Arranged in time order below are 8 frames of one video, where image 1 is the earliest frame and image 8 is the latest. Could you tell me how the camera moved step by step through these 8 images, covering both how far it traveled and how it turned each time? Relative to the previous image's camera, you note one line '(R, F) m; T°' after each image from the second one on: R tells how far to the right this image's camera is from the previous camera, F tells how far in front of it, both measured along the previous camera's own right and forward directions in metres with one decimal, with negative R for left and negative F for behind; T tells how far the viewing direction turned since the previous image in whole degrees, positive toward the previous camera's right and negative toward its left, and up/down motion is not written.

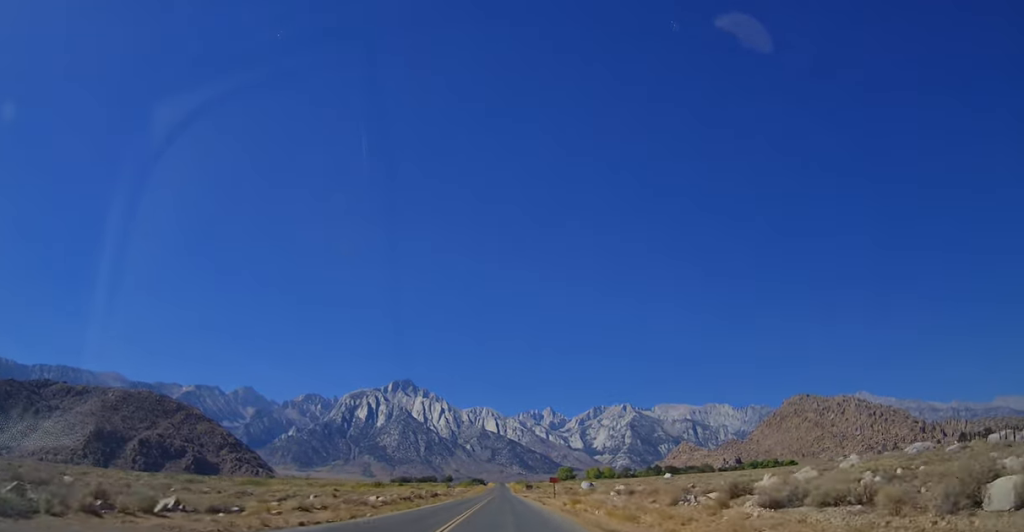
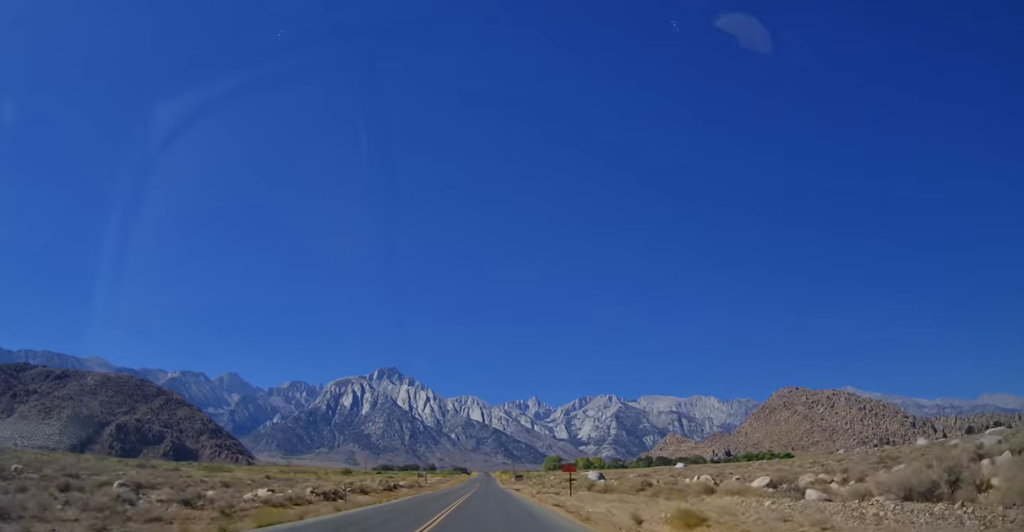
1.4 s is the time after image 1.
(+0.7, +24.8) m; +2°
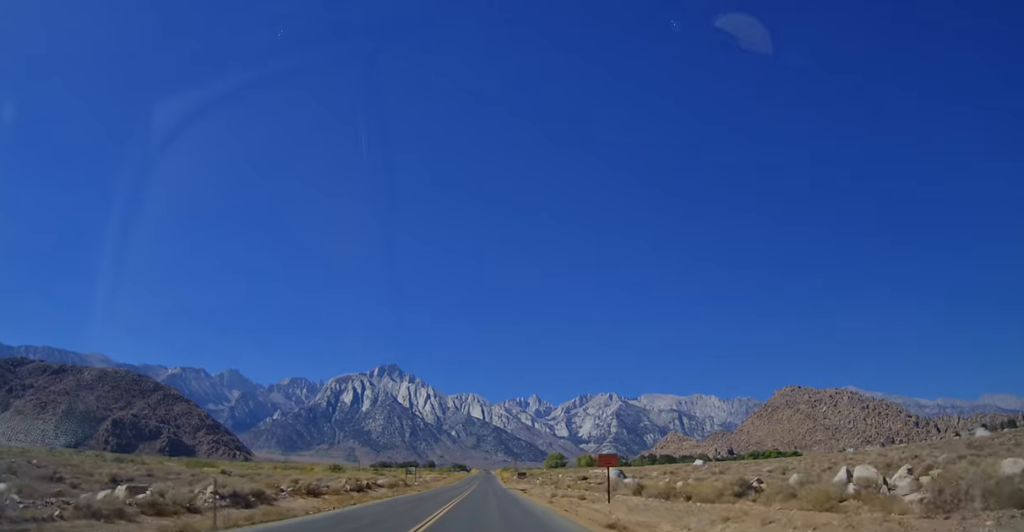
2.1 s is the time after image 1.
(0.0, +13.4) m; 0°
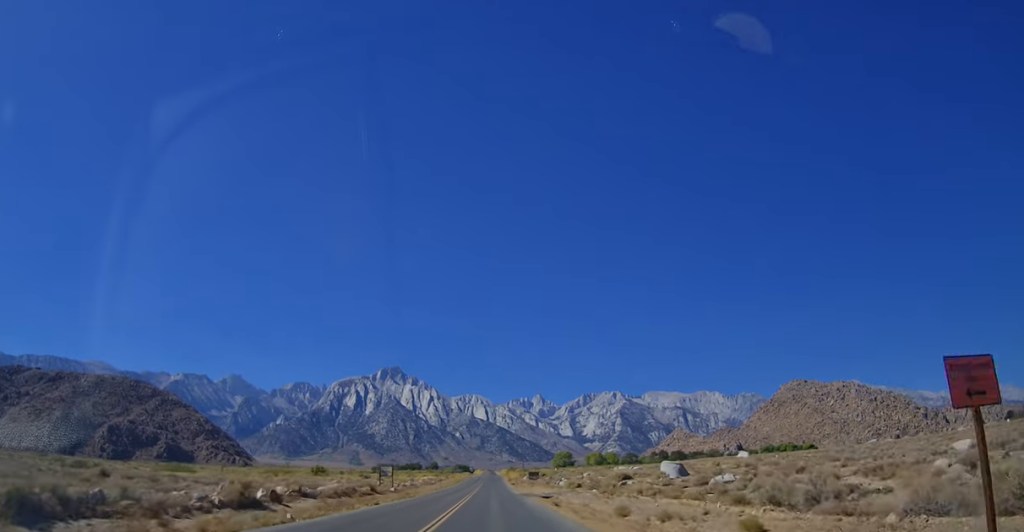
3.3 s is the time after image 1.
(0.0, +22.1) m; -1°
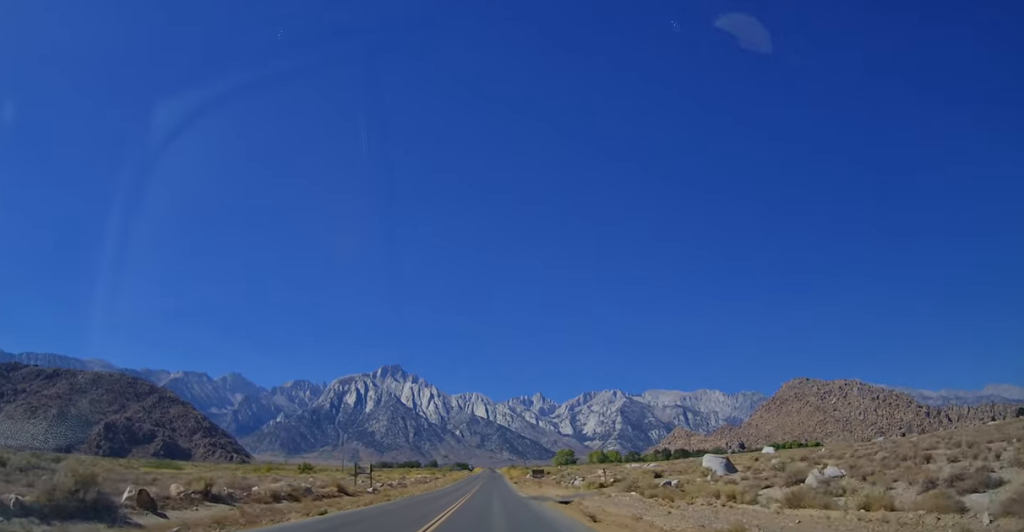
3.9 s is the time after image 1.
(+0.1, +10.5) m; -1°
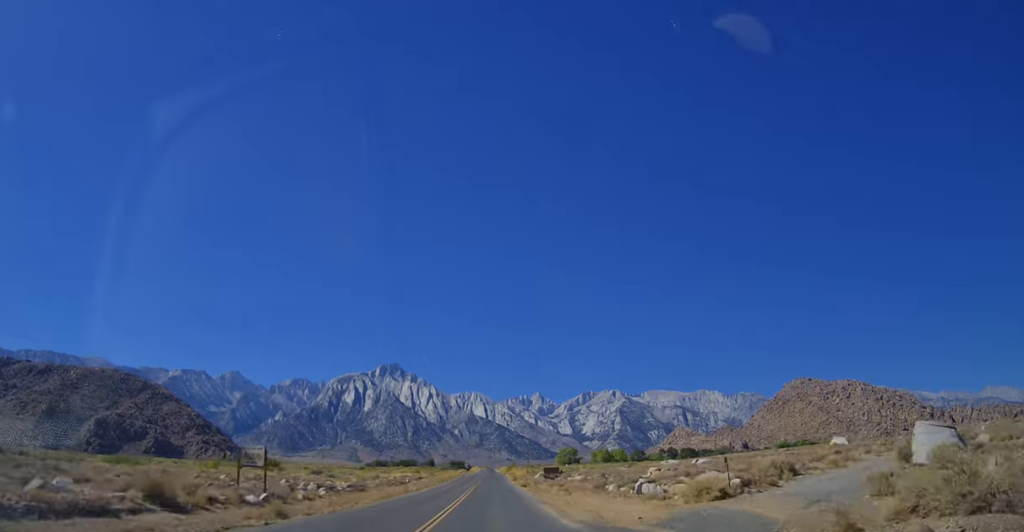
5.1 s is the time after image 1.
(-0.4, +22.5) m; +1°
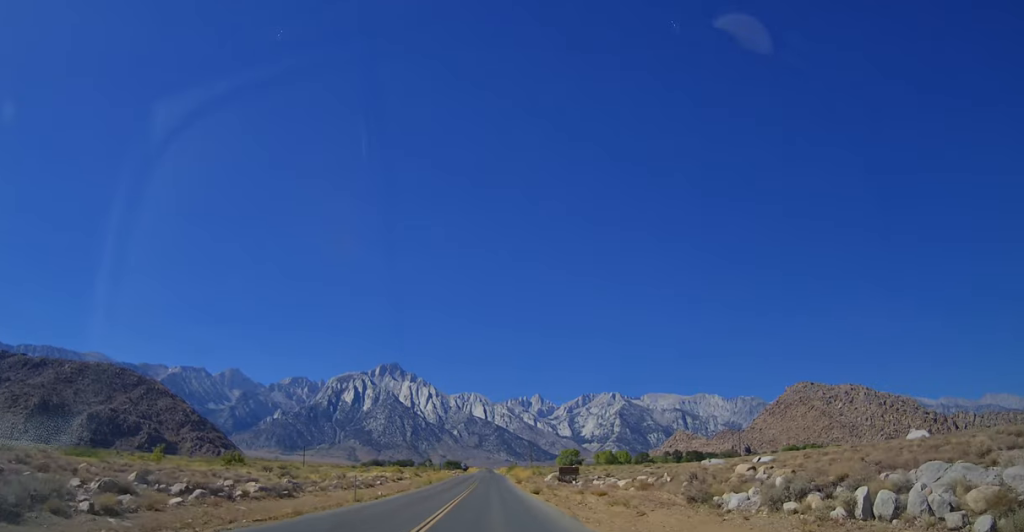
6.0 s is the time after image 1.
(+0.6, +17.3) m; +2°
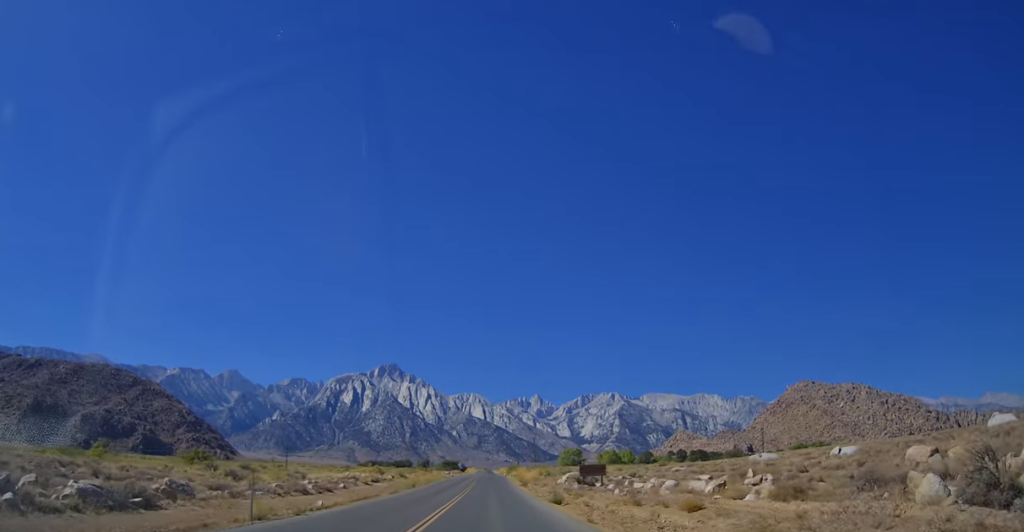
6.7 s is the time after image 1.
(0.0, +13.5) m; -1°
